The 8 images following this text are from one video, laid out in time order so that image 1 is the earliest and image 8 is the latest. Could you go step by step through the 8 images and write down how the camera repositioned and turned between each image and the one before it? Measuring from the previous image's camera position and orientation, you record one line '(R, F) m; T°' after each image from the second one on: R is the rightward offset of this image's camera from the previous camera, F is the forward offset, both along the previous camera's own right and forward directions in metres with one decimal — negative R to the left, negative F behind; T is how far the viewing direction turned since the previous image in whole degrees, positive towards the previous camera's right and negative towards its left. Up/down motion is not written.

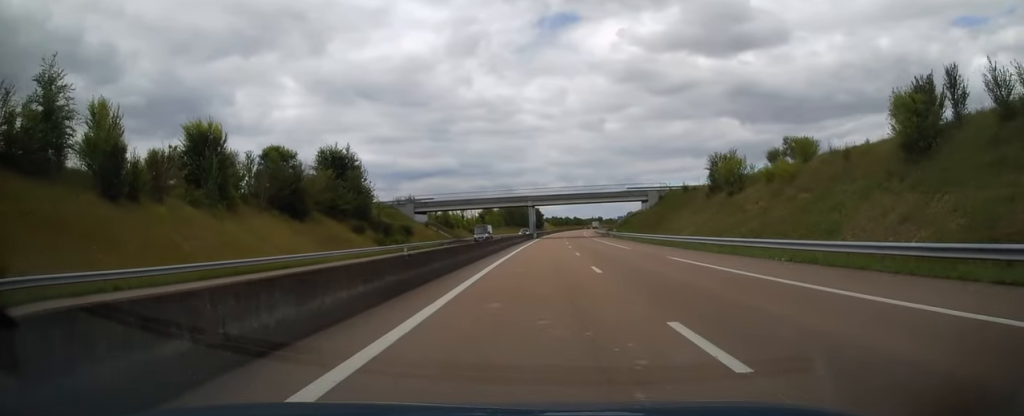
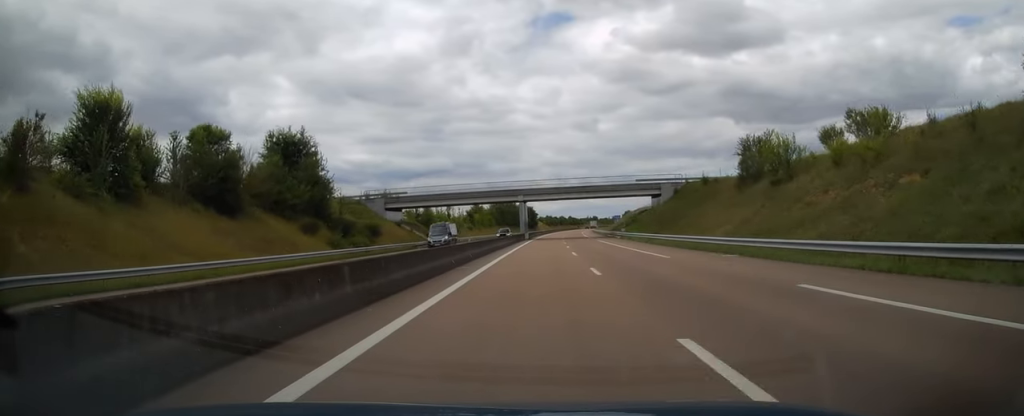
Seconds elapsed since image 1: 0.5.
(-0.3, +14.2) m; 0°
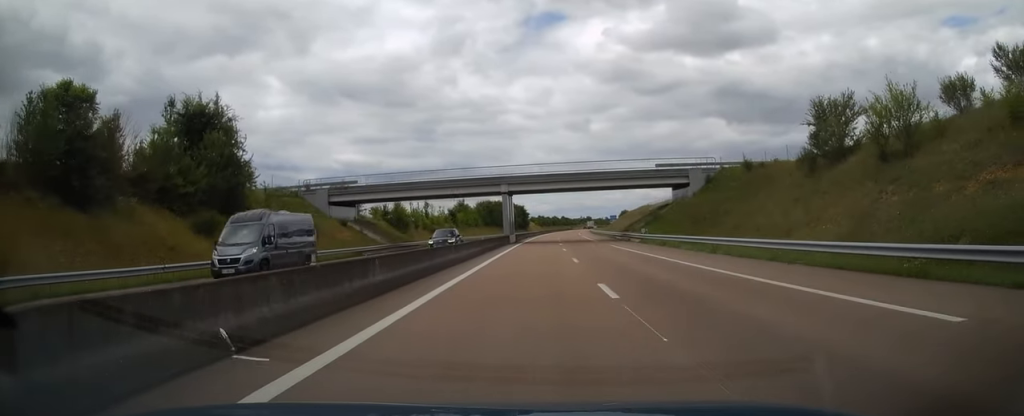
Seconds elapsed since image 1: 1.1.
(+0.2, +18.6) m; +1°
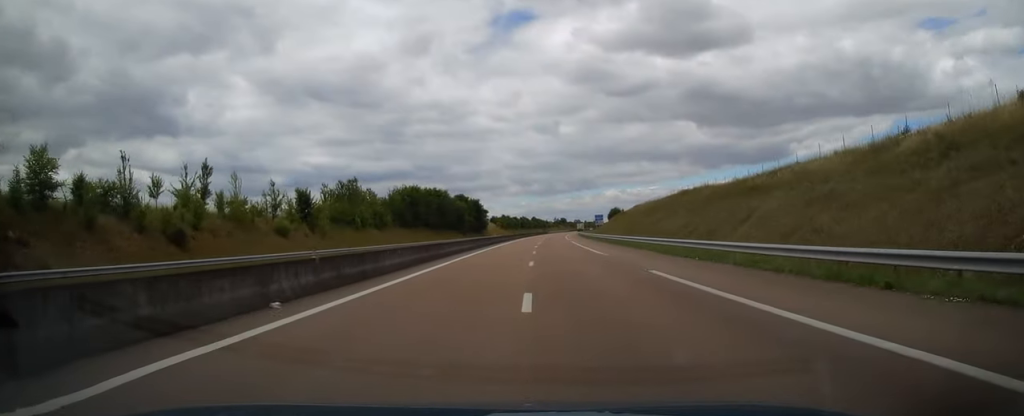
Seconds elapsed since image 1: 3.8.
(+1.8, +78.8) m; +2°
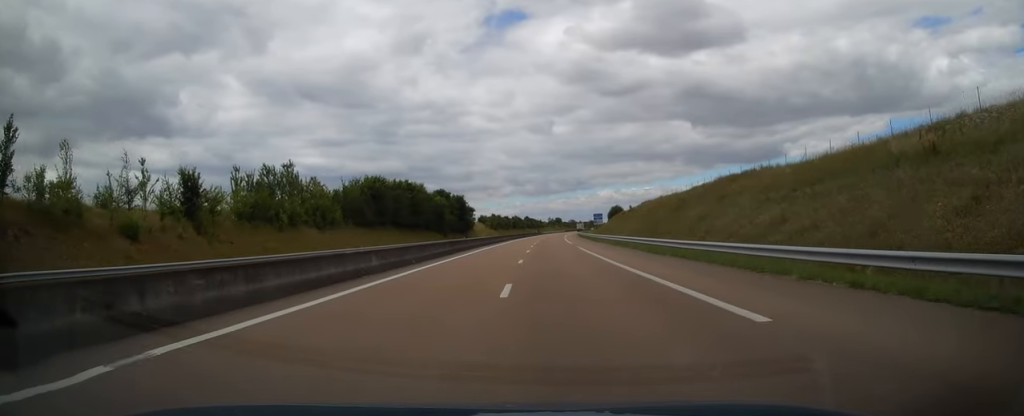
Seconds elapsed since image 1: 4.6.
(+0.4, +23.5) m; +1°
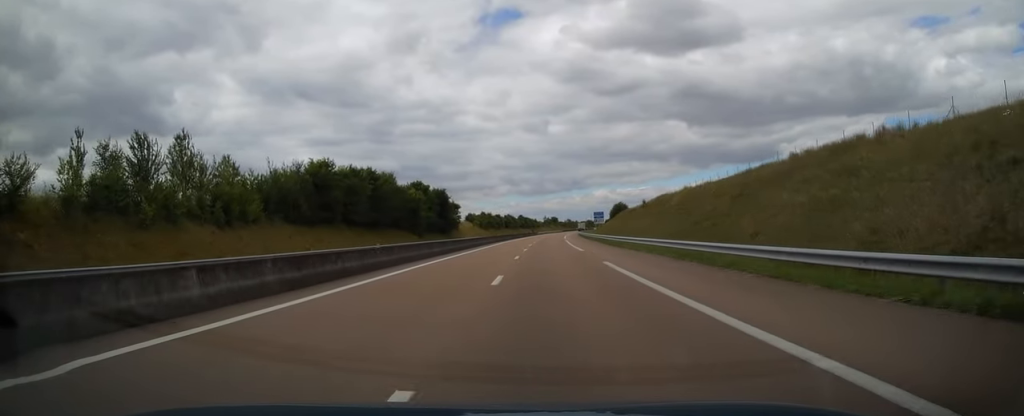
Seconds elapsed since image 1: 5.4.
(+0.3, +23.0) m; 0°
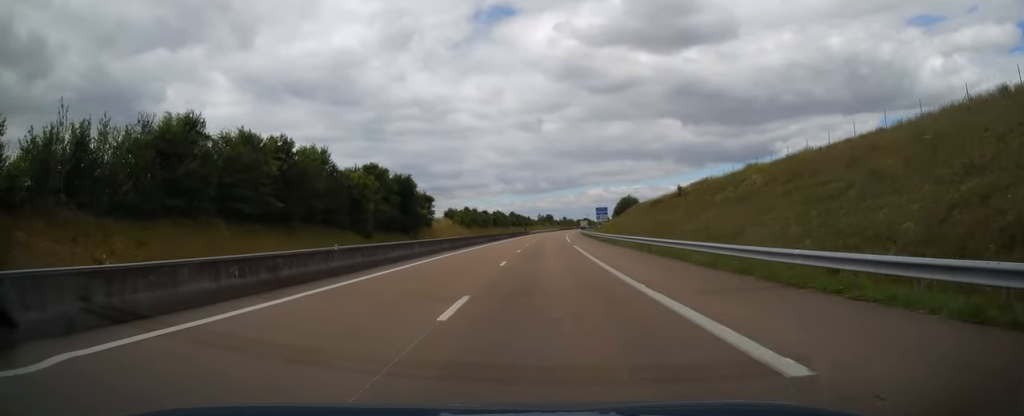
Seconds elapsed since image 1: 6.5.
(-0.1, +31.7) m; 0°
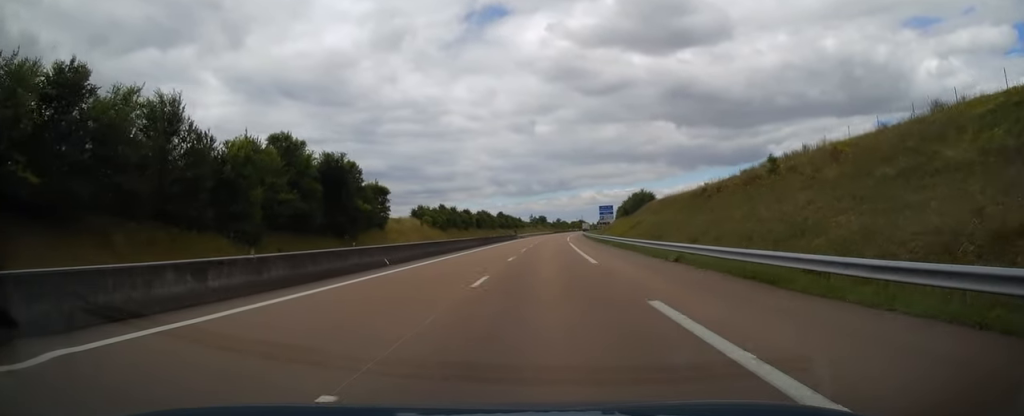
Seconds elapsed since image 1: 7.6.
(+0.2, +33.2) m; +1°
